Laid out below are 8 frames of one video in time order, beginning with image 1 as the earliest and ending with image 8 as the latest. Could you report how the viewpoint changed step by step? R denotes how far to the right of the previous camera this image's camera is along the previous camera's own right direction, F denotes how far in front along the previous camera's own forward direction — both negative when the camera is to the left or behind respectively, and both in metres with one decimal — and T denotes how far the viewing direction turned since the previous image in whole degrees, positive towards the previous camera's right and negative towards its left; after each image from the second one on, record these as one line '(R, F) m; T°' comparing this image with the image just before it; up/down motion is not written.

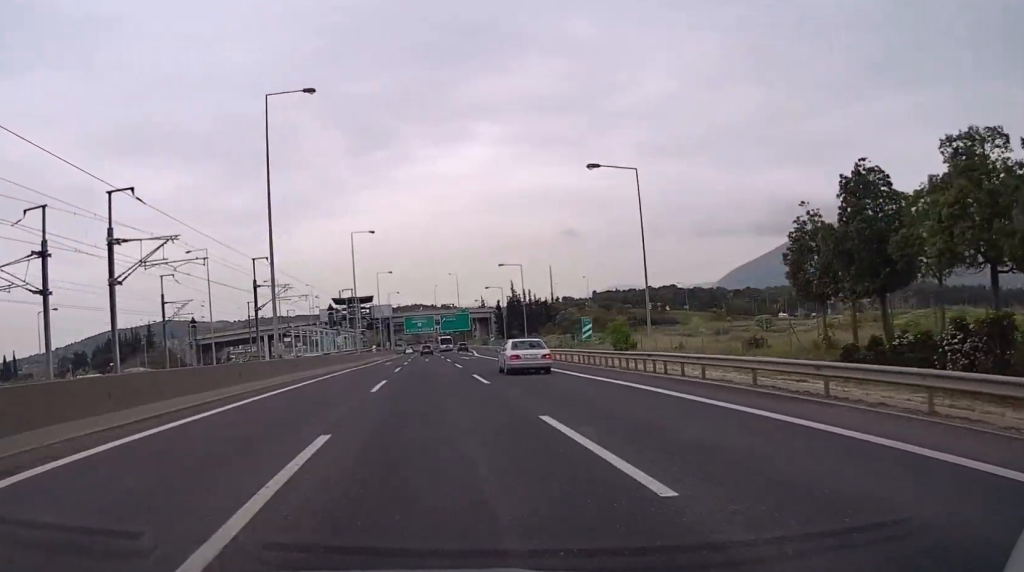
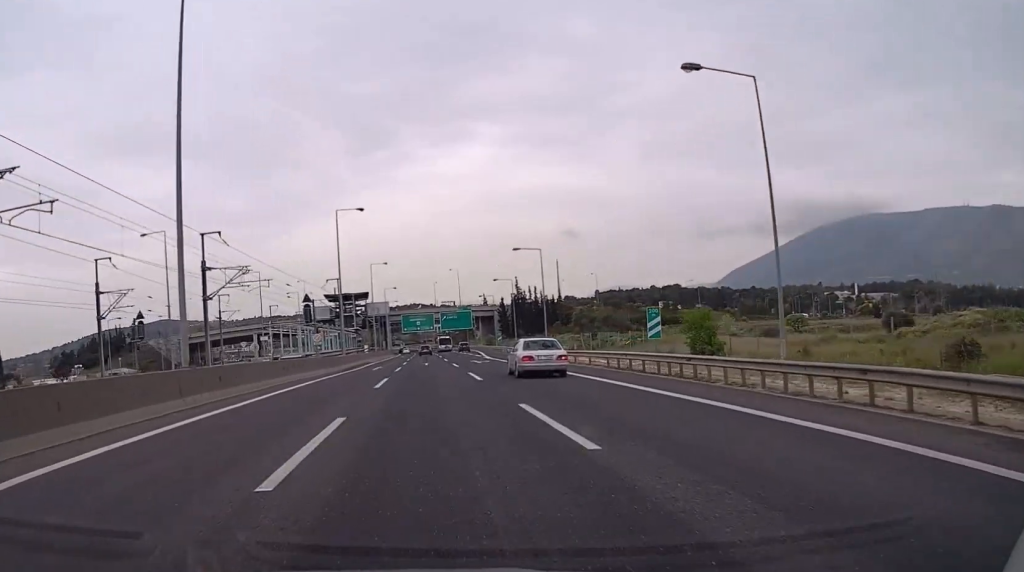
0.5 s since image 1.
(0.0, +14.9) m; 0°
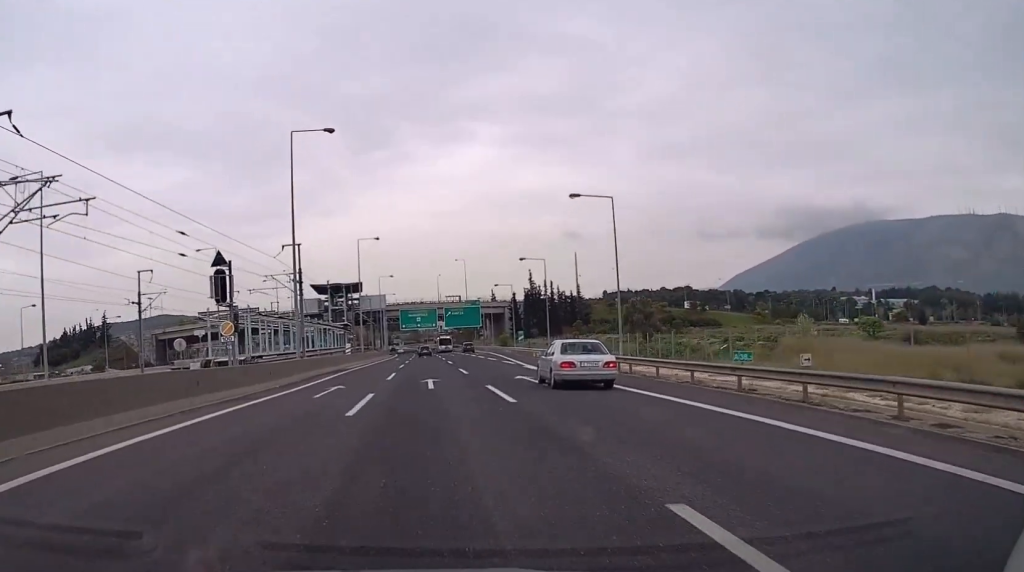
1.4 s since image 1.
(+0.1, +27.8) m; 0°
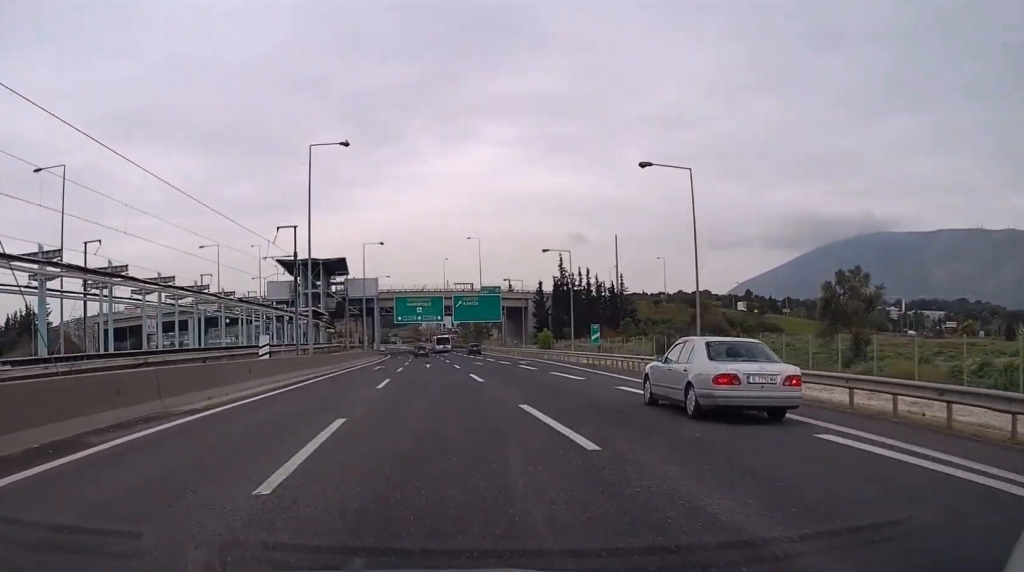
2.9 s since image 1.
(0.0, +44.8) m; 0°
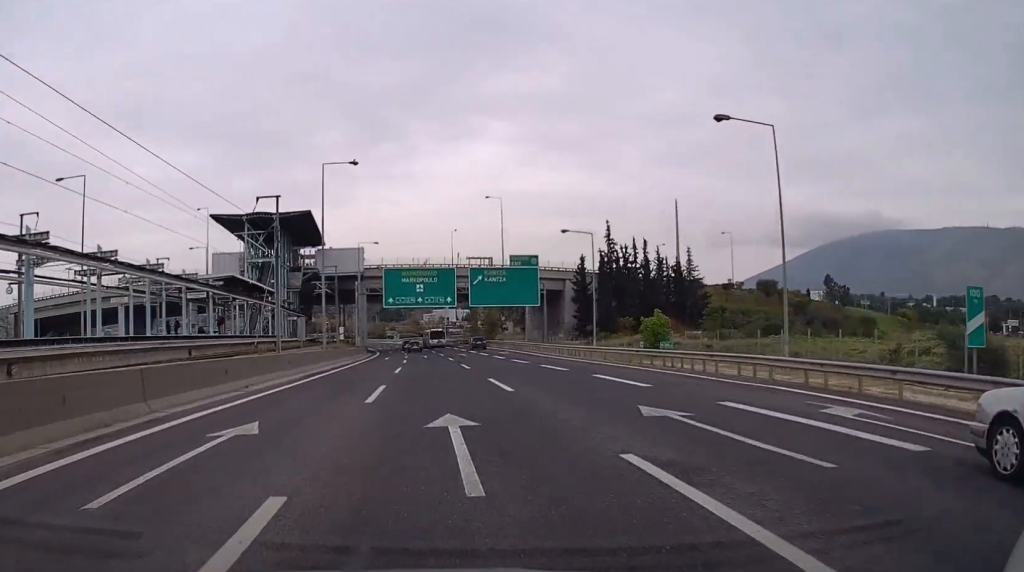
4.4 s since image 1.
(-0.1, +43.8) m; 0°
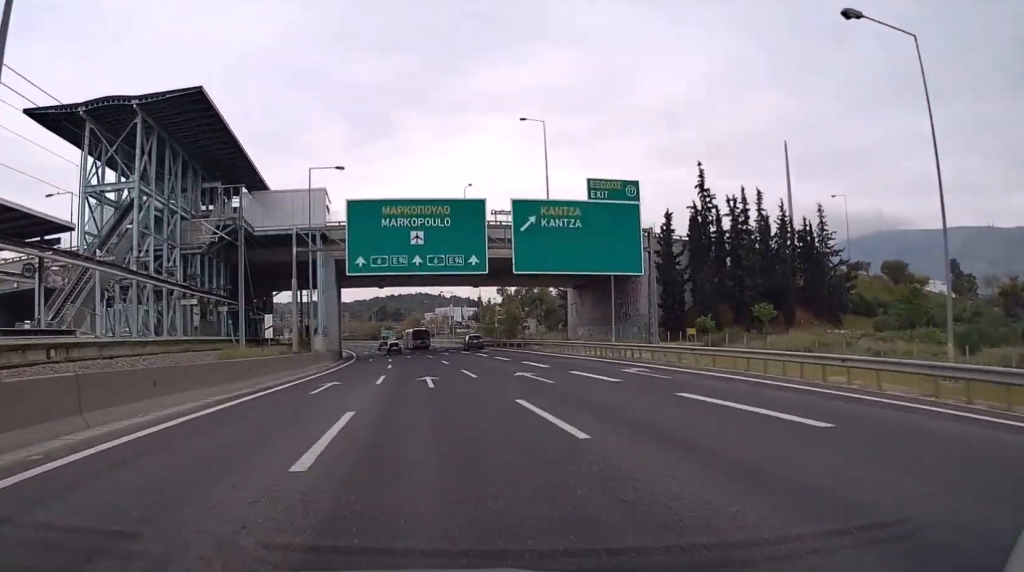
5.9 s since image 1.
(+0.1, +45.7) m; 0°
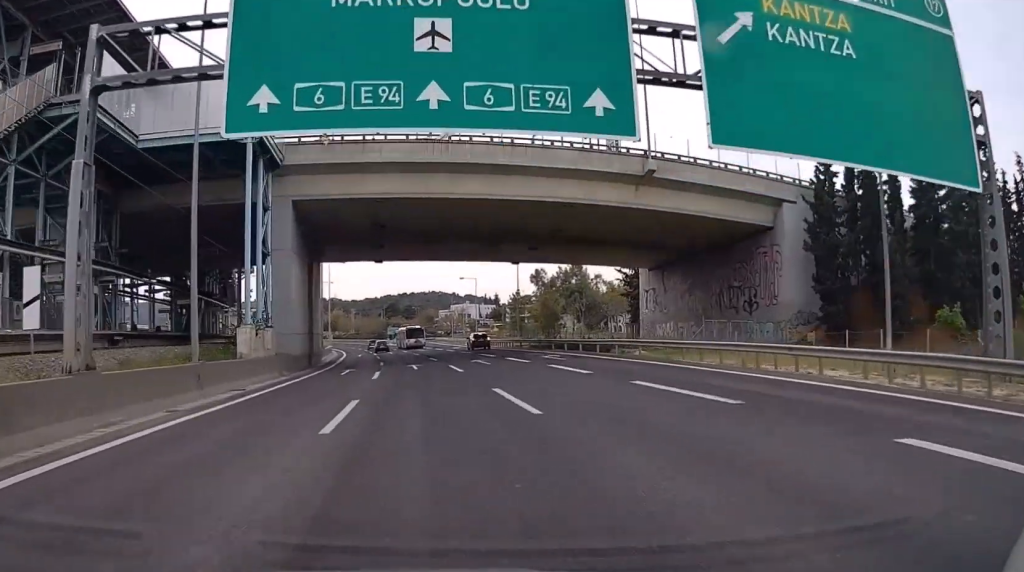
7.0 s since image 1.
(0.0, +32.8) m; -1°
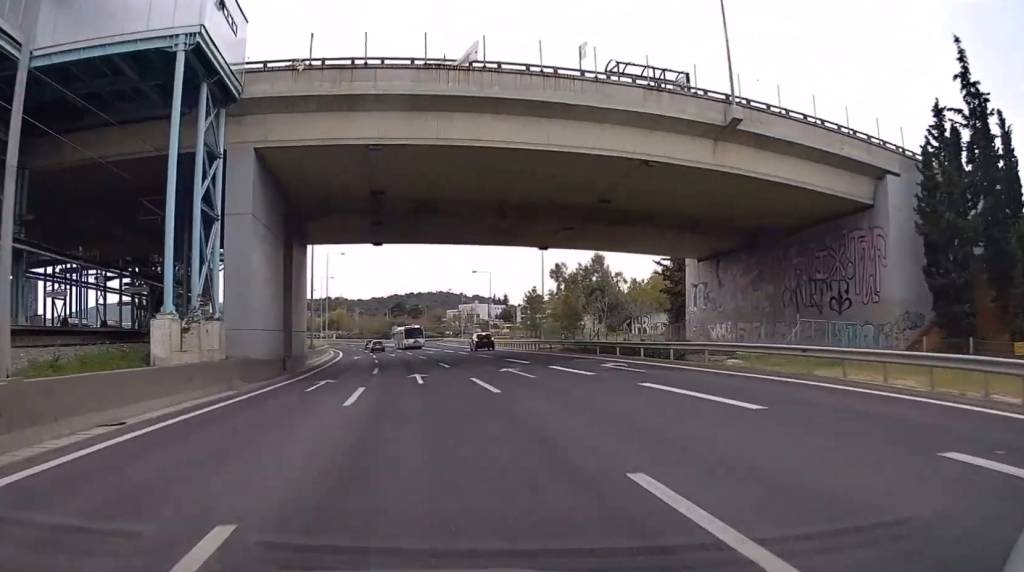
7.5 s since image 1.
(0.0, +12.9) m; 0°
